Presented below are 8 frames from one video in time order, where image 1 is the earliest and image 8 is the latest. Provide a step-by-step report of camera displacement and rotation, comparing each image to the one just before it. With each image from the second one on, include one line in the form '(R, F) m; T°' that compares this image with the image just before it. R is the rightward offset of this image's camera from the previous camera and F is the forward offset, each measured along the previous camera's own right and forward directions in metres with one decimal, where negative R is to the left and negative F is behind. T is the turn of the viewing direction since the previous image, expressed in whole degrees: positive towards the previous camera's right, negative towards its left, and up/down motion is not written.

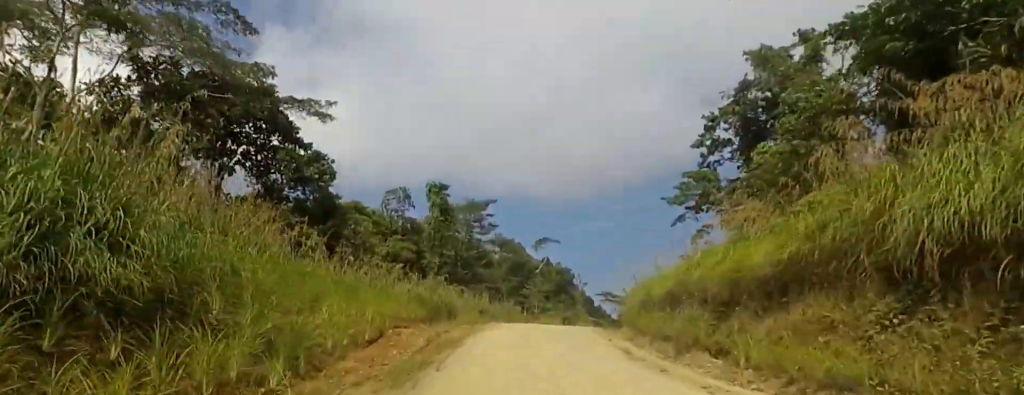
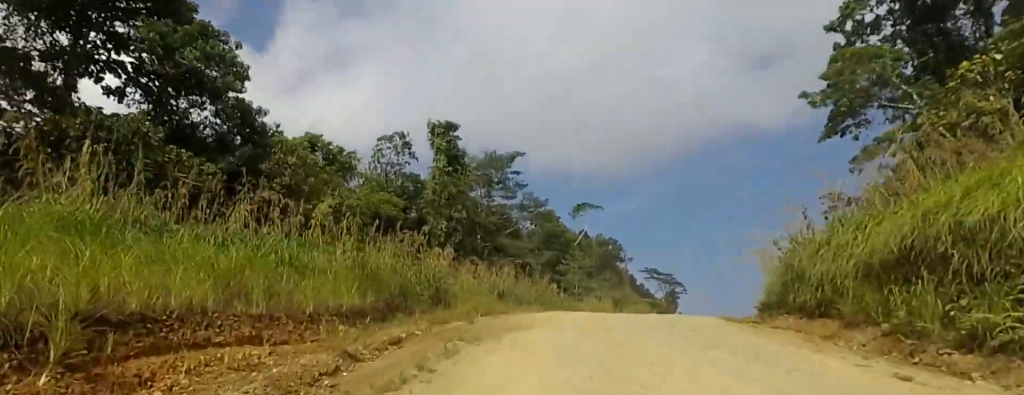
(+1.3, +19.3) m; +10°
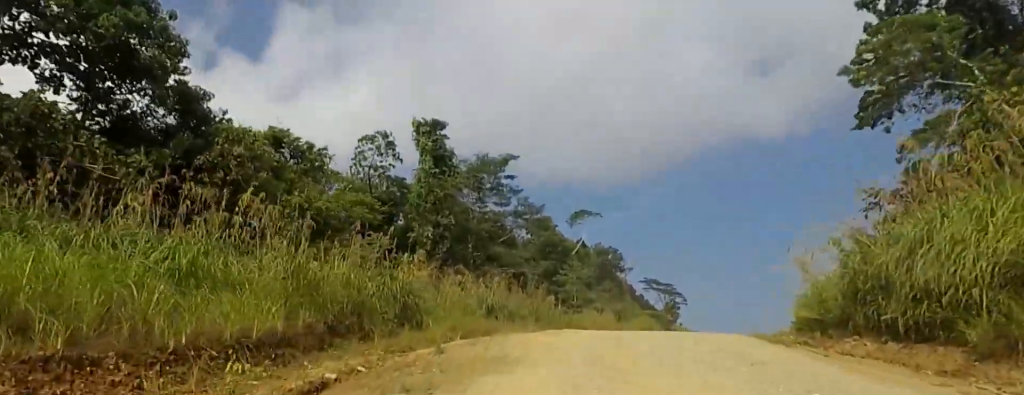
(+0.7, +4.5) m; 0°
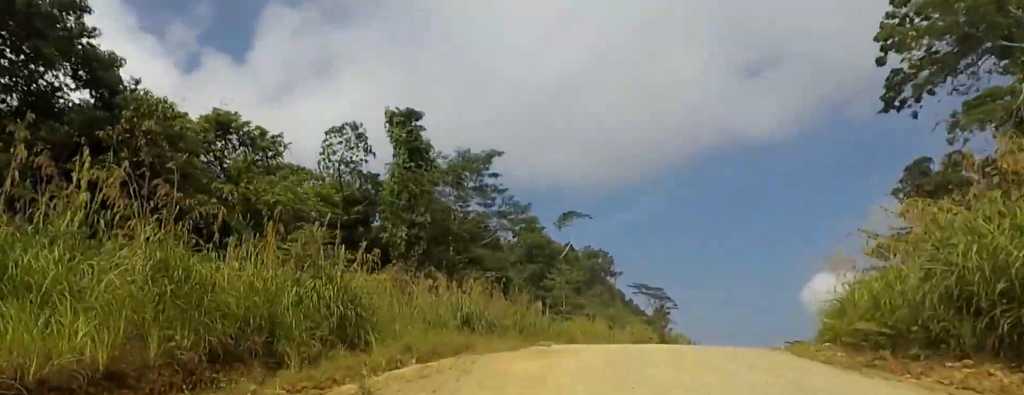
(-0.5, +4.2) m; -4°
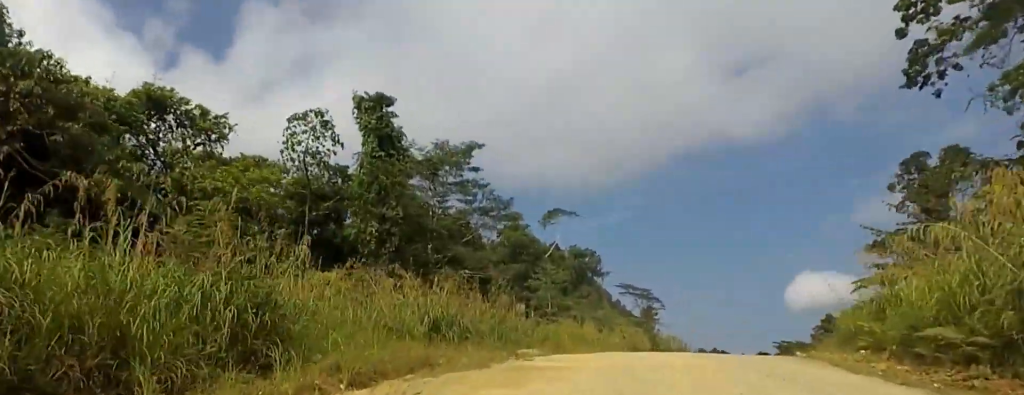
(-0.3, +3.6) m; -4°
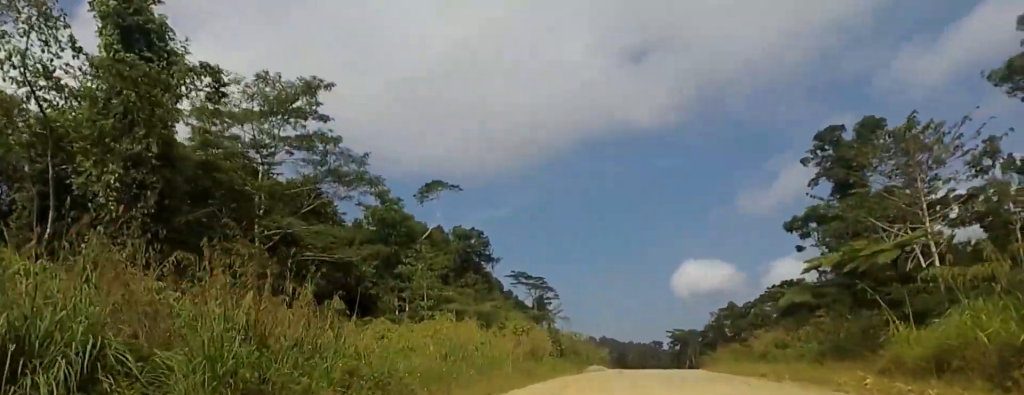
(+1.5, +12.8) m; +16°
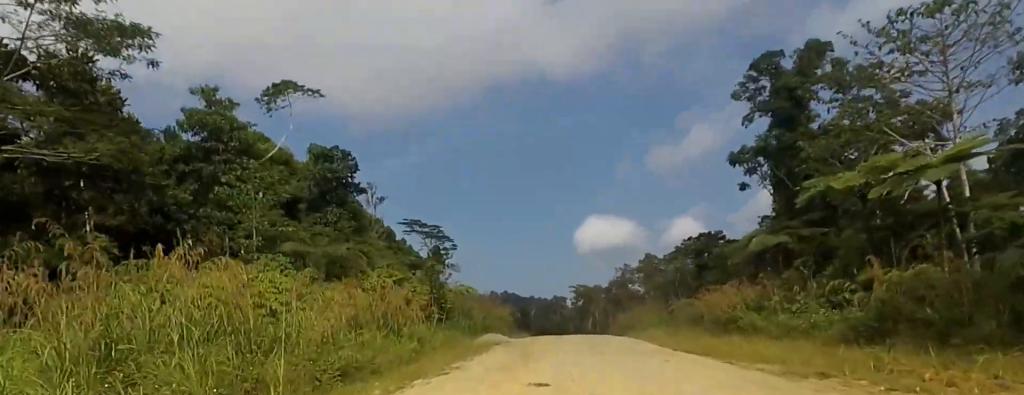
(+0.6, +14.8) m; +2°
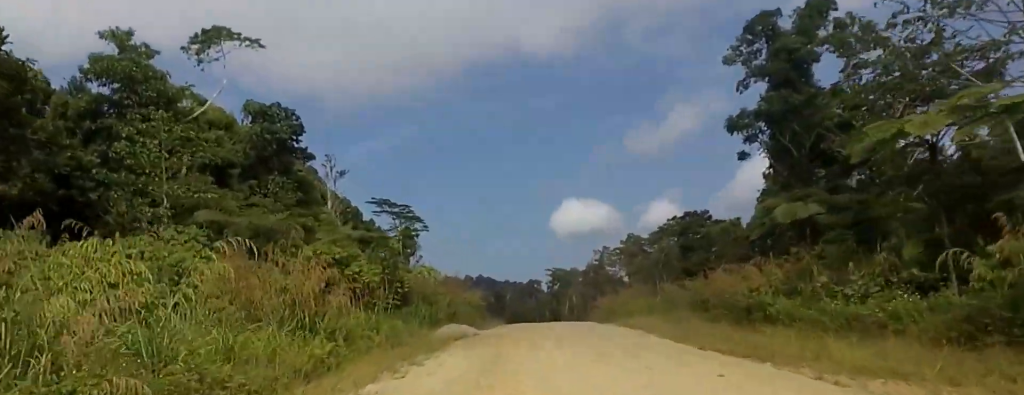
(-0.1, +6.5) m; +3°
